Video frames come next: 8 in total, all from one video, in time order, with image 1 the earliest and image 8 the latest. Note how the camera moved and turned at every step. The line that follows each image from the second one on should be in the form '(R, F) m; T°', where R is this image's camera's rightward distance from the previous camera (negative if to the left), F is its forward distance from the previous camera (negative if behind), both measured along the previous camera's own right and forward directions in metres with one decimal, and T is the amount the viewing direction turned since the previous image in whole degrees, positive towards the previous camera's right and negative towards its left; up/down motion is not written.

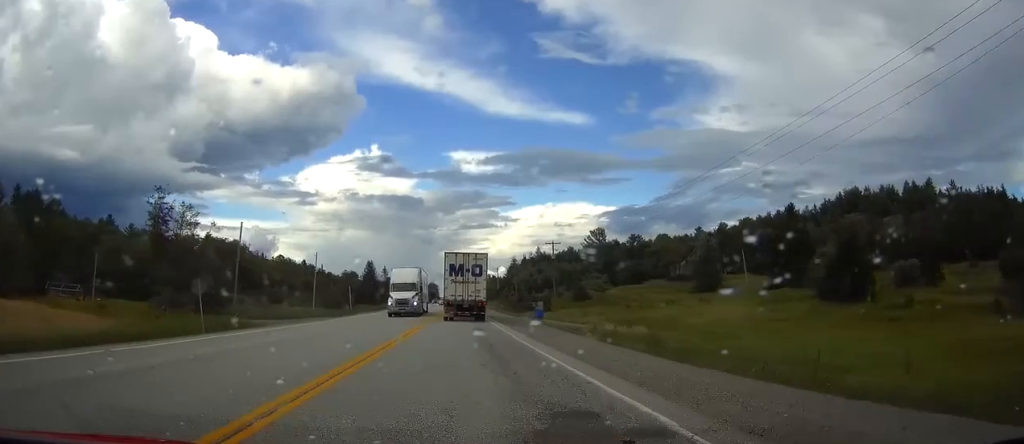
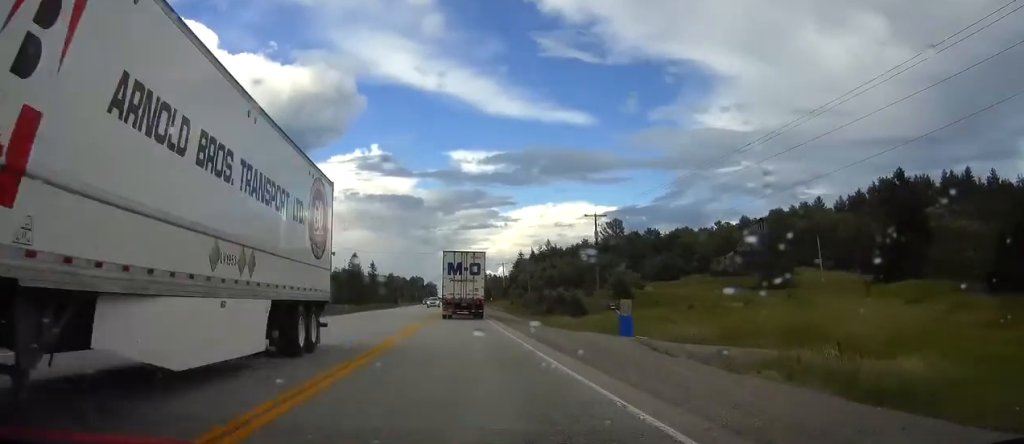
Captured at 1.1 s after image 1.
(-0.2, +29.2) m; 0°
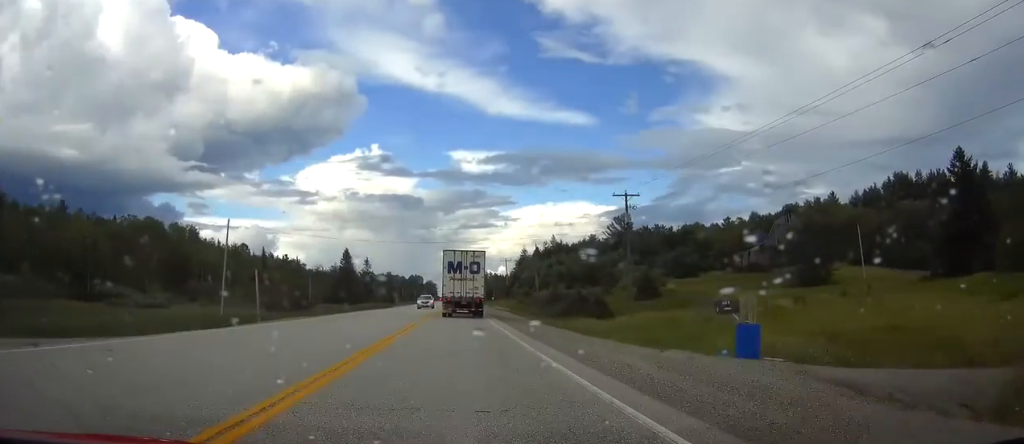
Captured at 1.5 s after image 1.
(0.0, +11.9) m; 0°
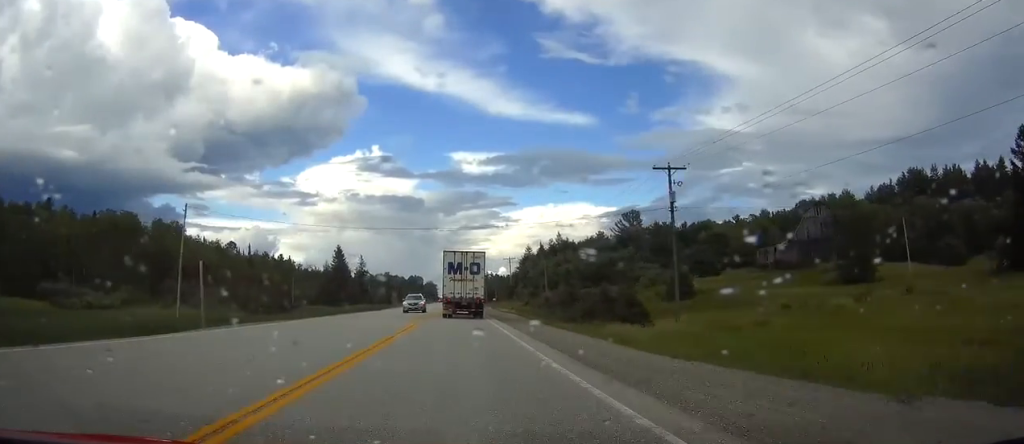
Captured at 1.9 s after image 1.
(0.0, +11.0) m; 0°
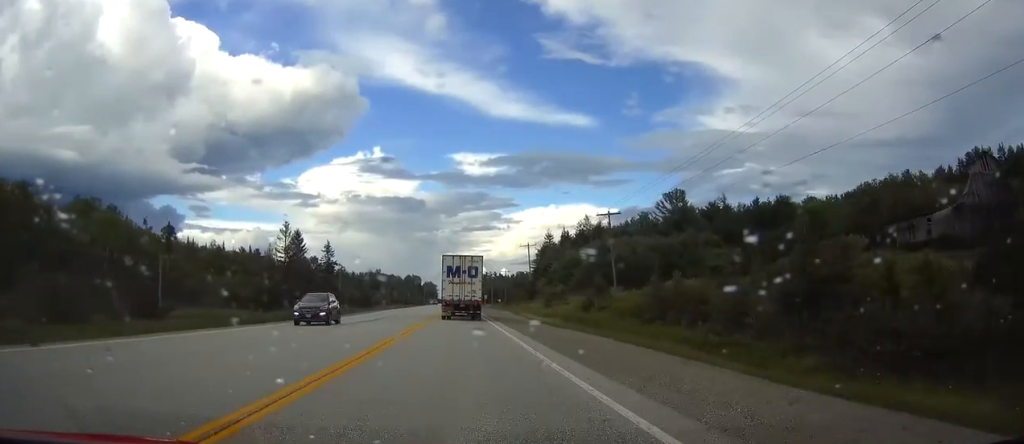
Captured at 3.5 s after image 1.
(+0.1, +43.0) m; 0°
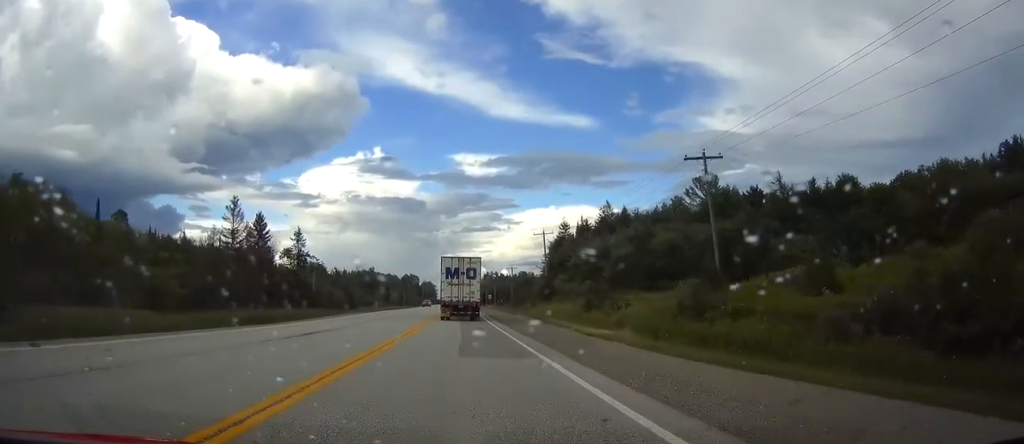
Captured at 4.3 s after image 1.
(0.0, +23.0) m; 0°
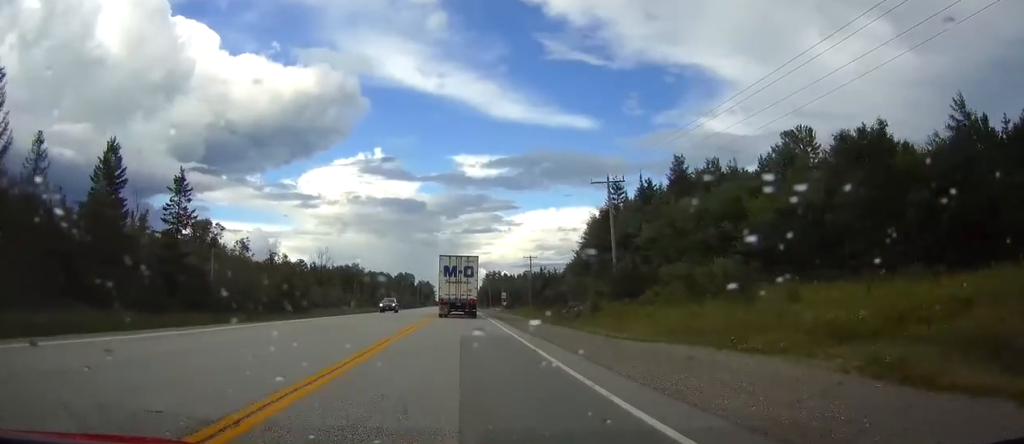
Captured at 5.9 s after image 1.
(0.0, +44.3) m; 0°
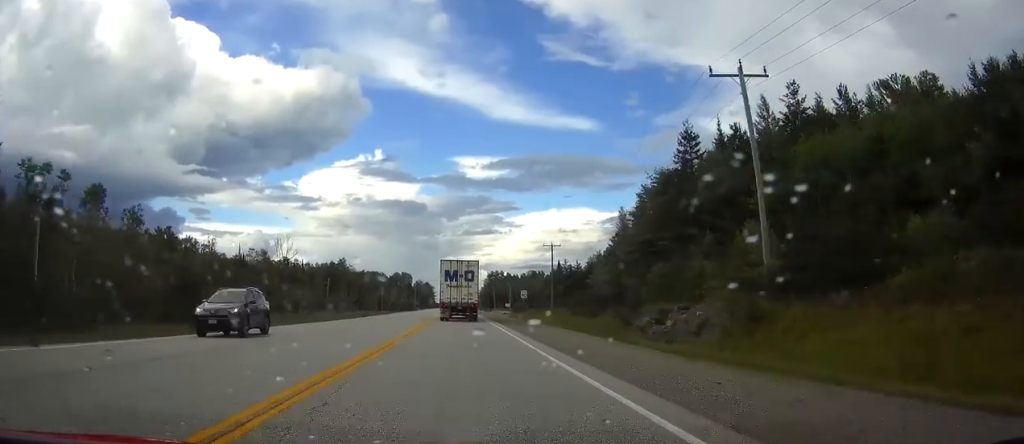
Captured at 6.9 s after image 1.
(+0.1, +28.7) m; 0°
